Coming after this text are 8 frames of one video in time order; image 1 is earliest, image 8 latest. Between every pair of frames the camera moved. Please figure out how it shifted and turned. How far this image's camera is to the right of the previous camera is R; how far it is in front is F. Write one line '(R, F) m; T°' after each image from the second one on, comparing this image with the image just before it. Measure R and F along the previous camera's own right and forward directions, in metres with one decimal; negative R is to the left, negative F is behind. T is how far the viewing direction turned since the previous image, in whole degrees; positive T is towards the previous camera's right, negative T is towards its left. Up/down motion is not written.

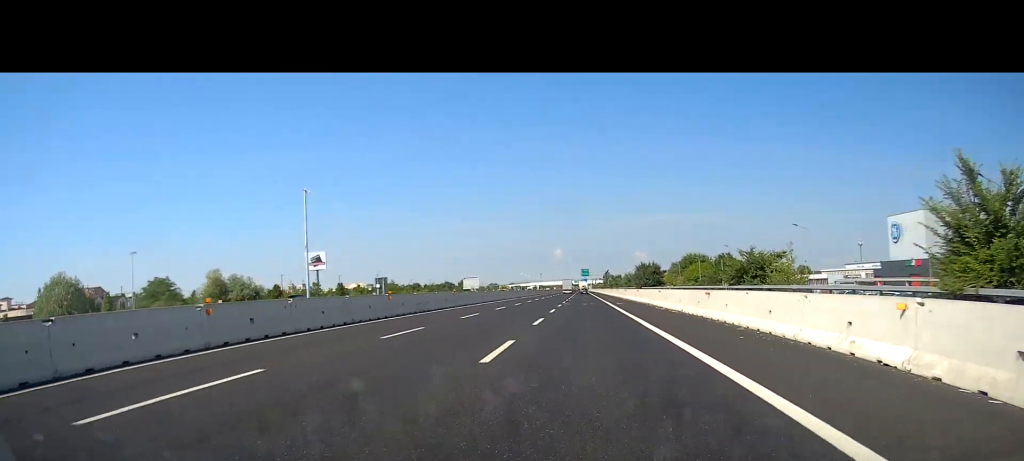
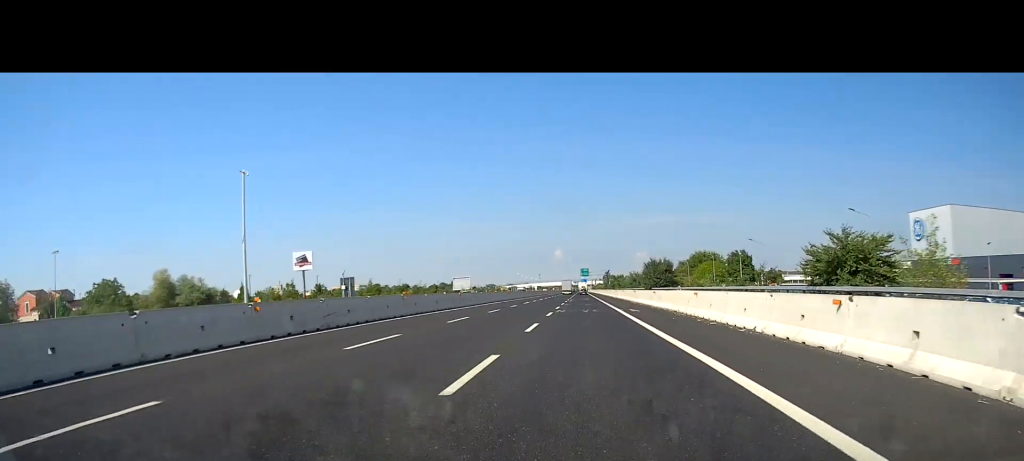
(-0.3, +14.9) m; 0°
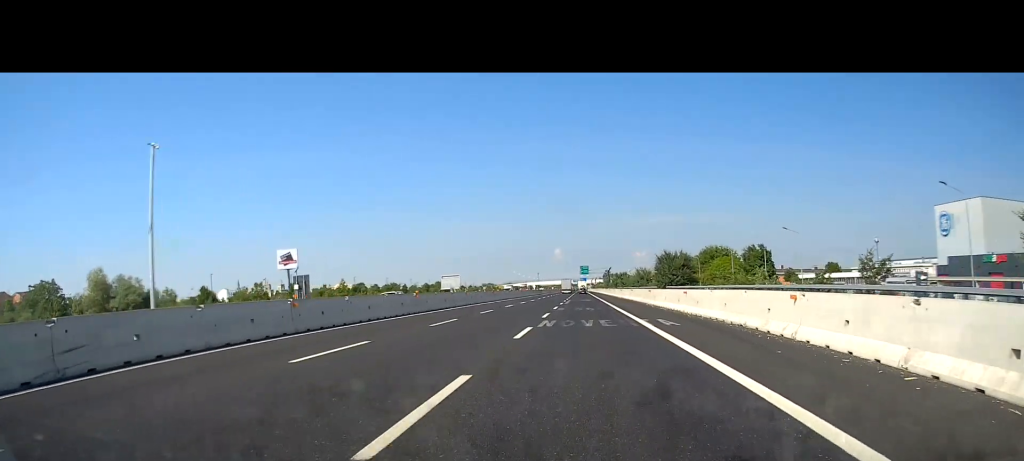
(+0.1, +14.9) m; 0°
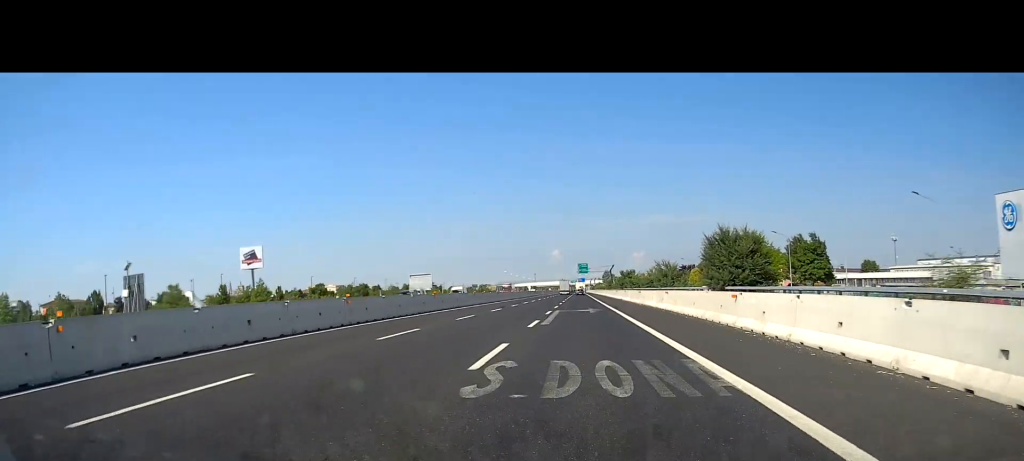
(+0.3, +29.8) m; 0°
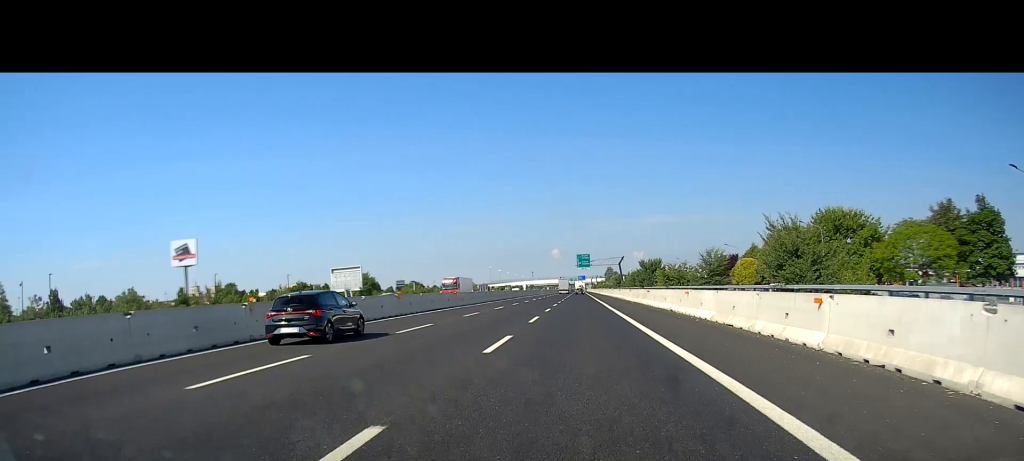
(-0.2, +44.9) m; 0°
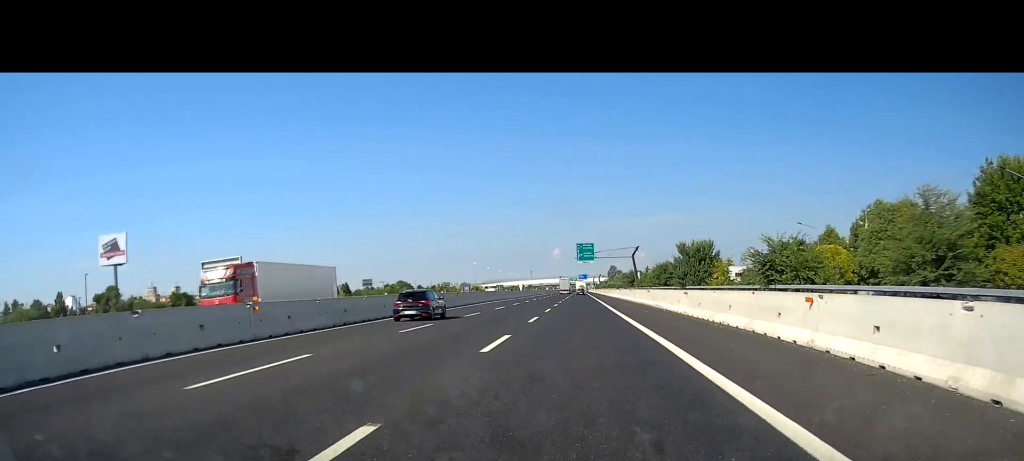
(+0.2, +35.1) m; 0°
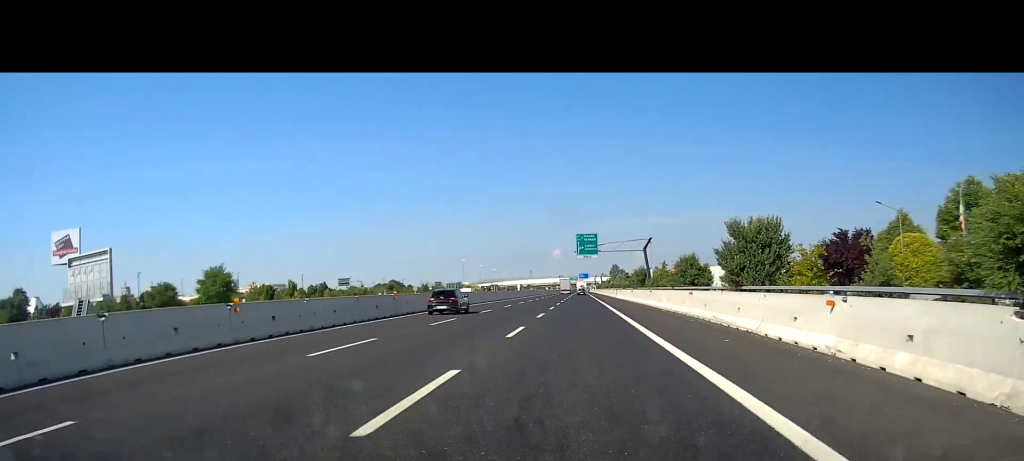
(-0.1, +19.3) m; 0°
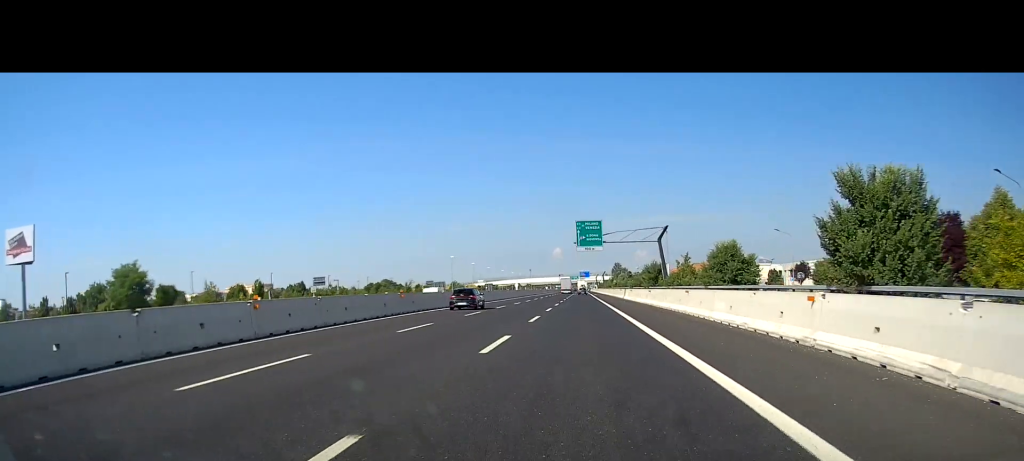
(-0.2, +16.7) m; 0°
